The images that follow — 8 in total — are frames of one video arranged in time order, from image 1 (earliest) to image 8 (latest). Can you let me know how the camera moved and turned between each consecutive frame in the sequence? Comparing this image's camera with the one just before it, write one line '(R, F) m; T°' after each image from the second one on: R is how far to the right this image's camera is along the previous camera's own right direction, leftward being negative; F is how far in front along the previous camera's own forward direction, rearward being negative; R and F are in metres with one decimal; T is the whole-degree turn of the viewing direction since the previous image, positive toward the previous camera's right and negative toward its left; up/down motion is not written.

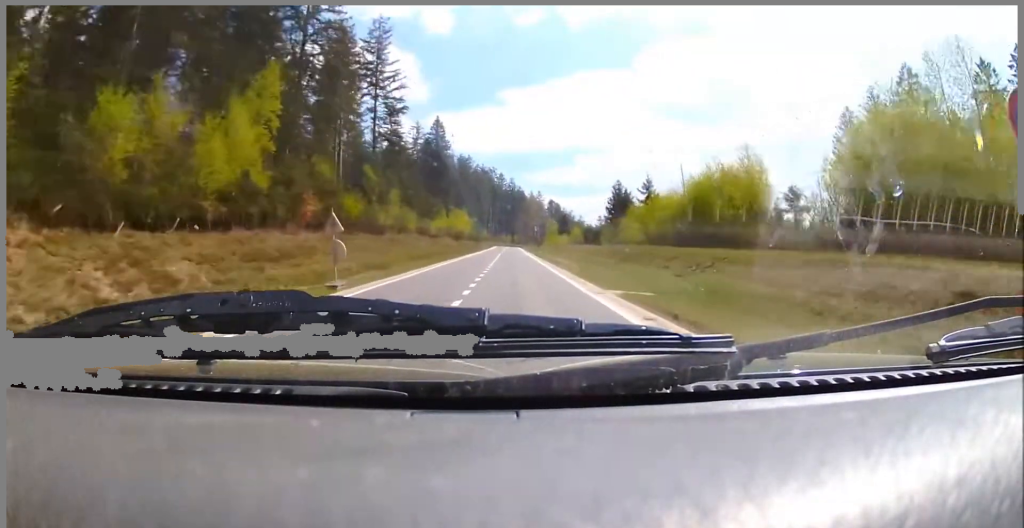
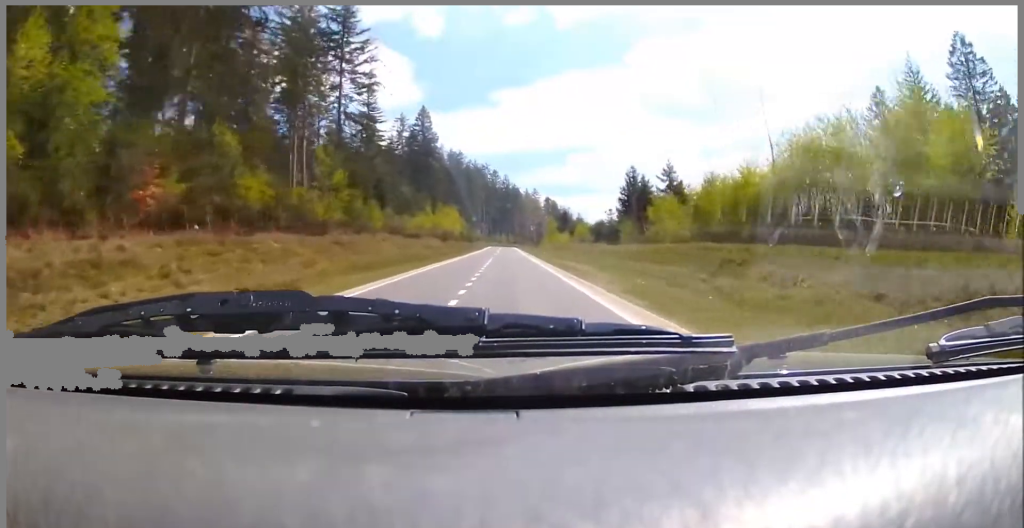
(0.0, +12.4) m; -1°
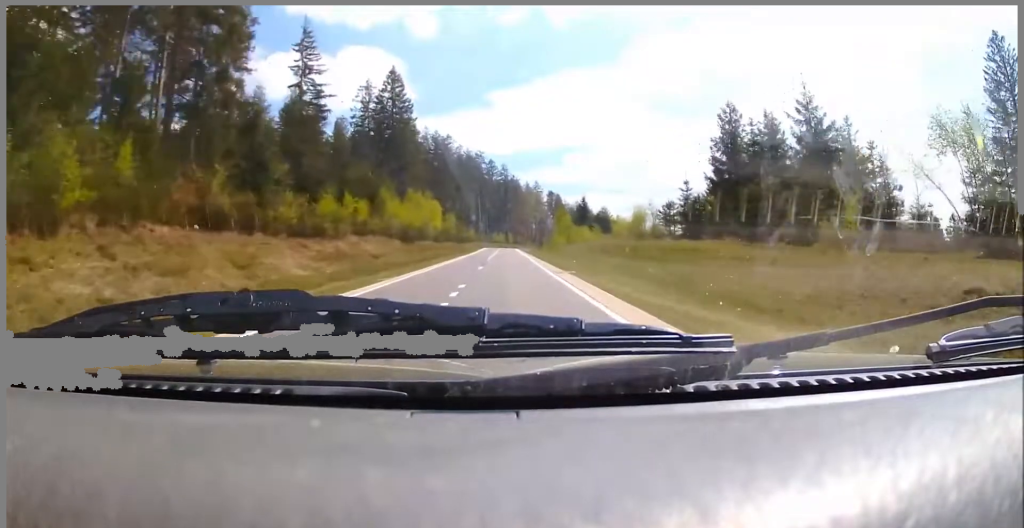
(-0.2, +30.9) m; -1°
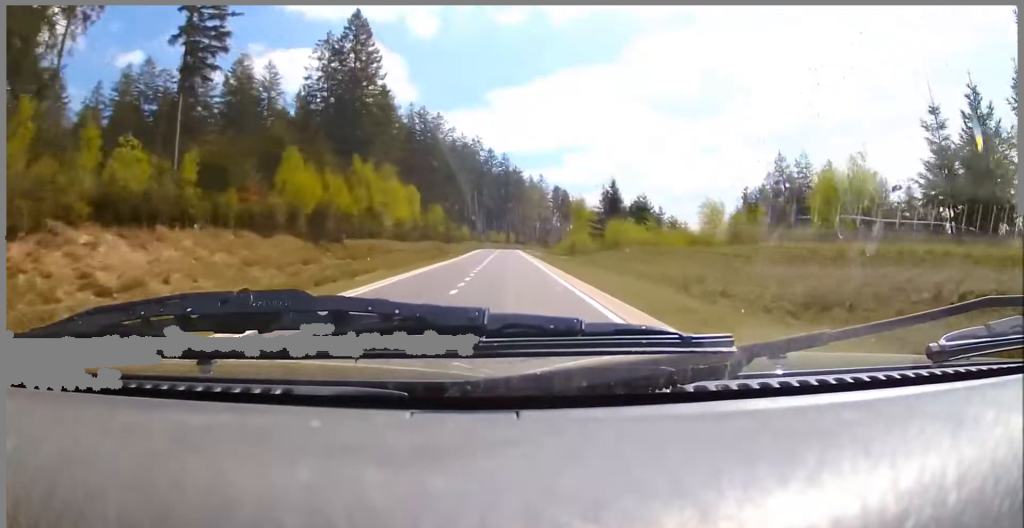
(-0.4, +25.8) m; 0°
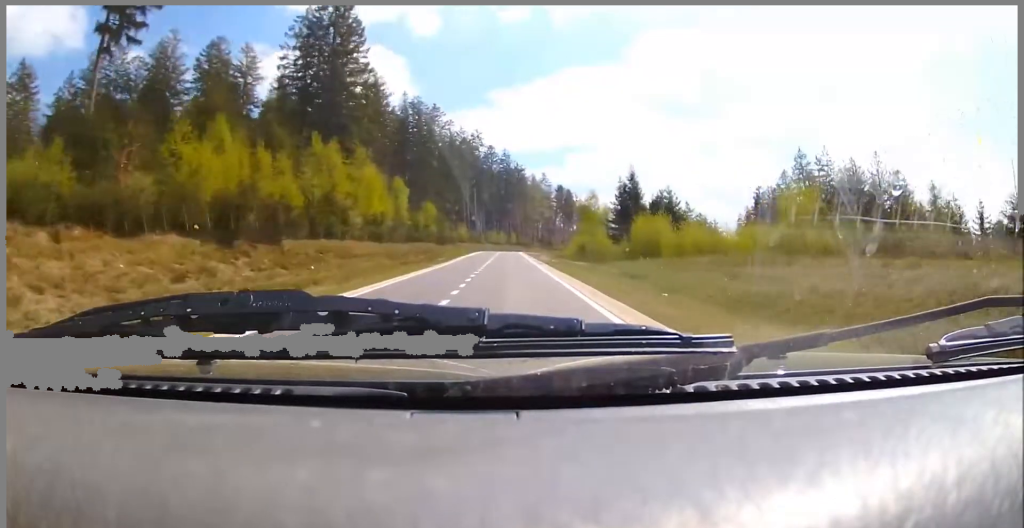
(+0.2, +9.9) m; +1°
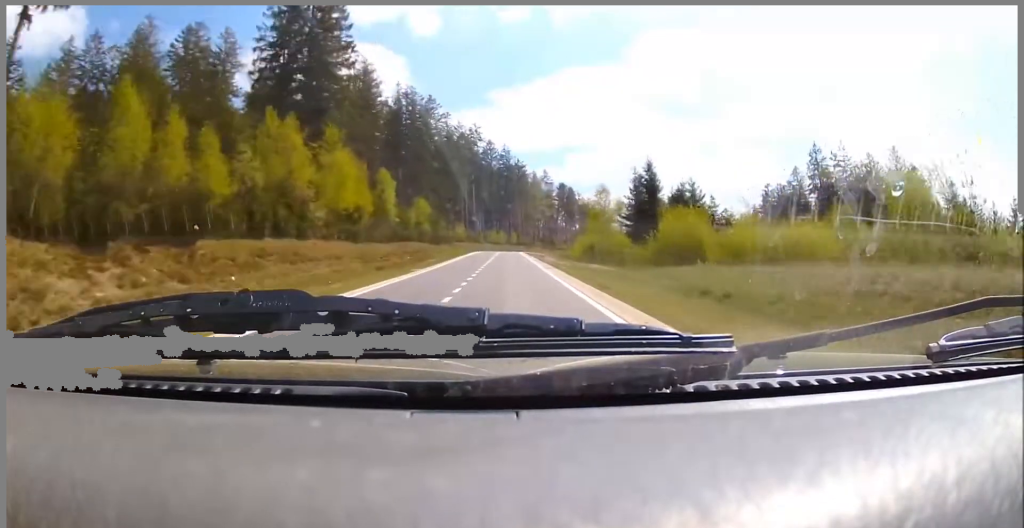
(0.0, +7.2) m; 0°
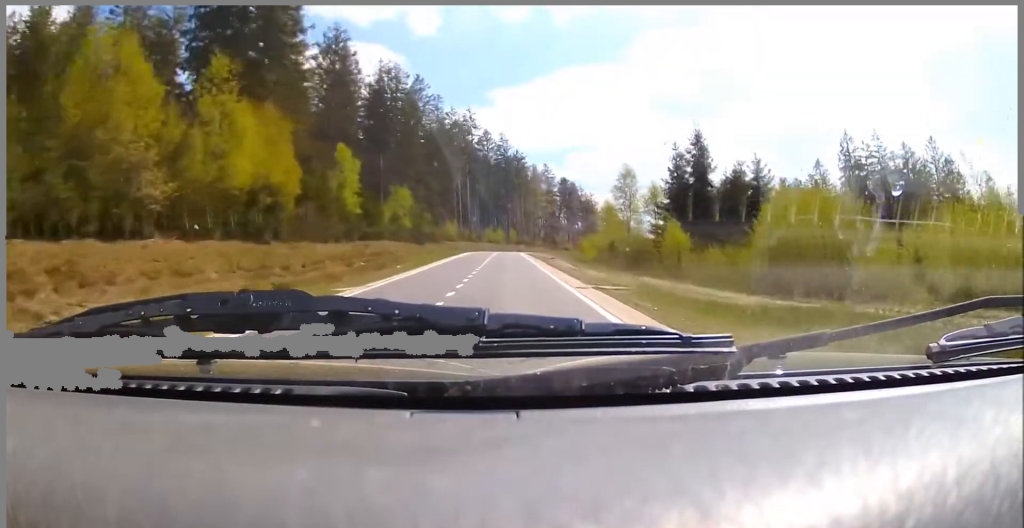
(0.0, +13.9) m; -1°
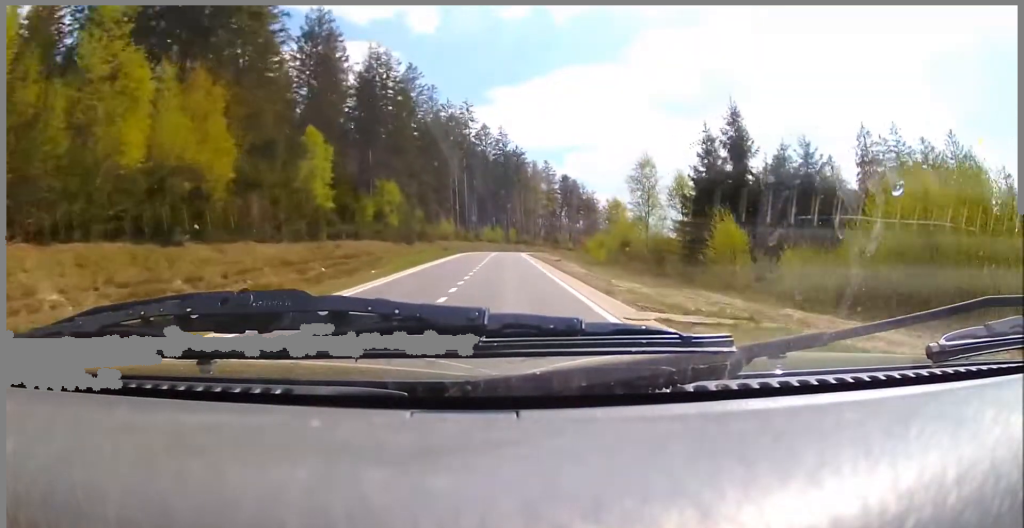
(-0.1, +6.7) m; -1°
